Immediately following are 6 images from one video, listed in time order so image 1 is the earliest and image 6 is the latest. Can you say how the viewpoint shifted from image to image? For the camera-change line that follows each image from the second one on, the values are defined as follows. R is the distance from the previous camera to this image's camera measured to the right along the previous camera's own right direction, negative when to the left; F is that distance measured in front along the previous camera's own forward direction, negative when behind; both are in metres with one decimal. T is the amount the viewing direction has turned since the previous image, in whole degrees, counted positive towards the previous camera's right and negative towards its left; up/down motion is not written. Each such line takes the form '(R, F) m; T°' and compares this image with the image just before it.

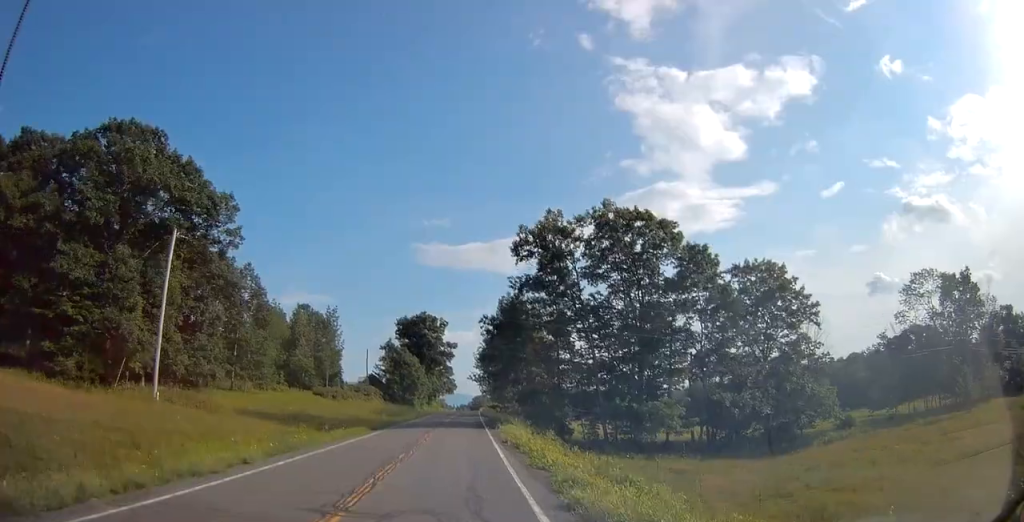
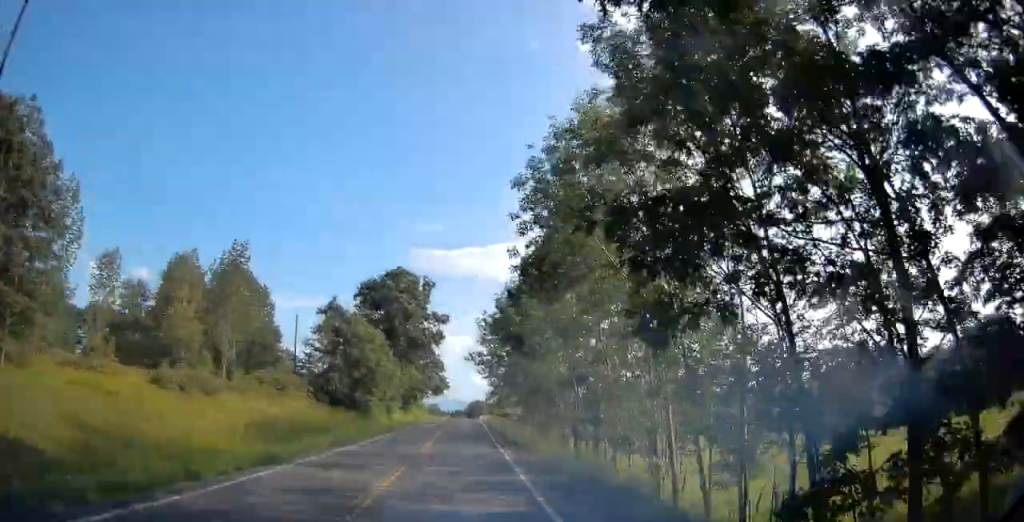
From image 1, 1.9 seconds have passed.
(+0.3, +43.5) m; +1°
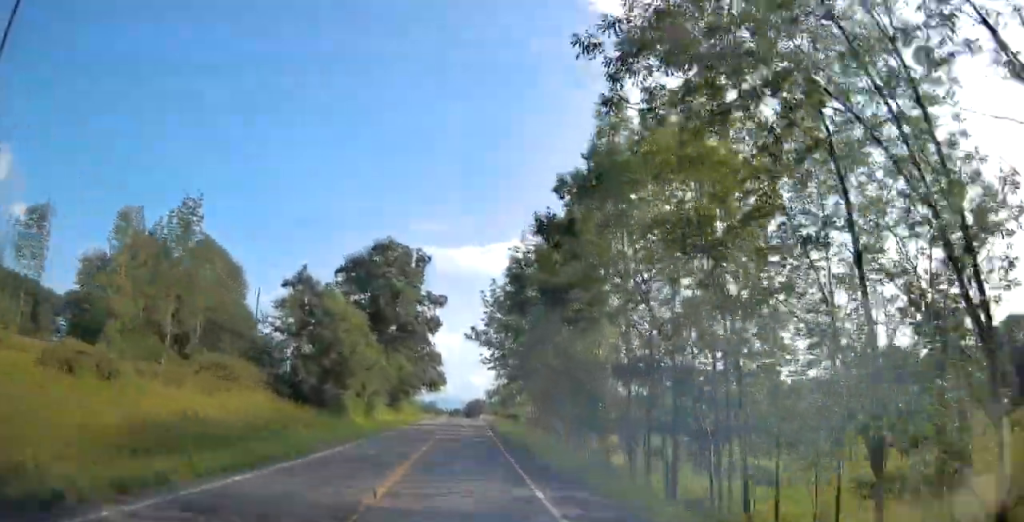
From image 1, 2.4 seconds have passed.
(0.0, +14.1) m; 0°
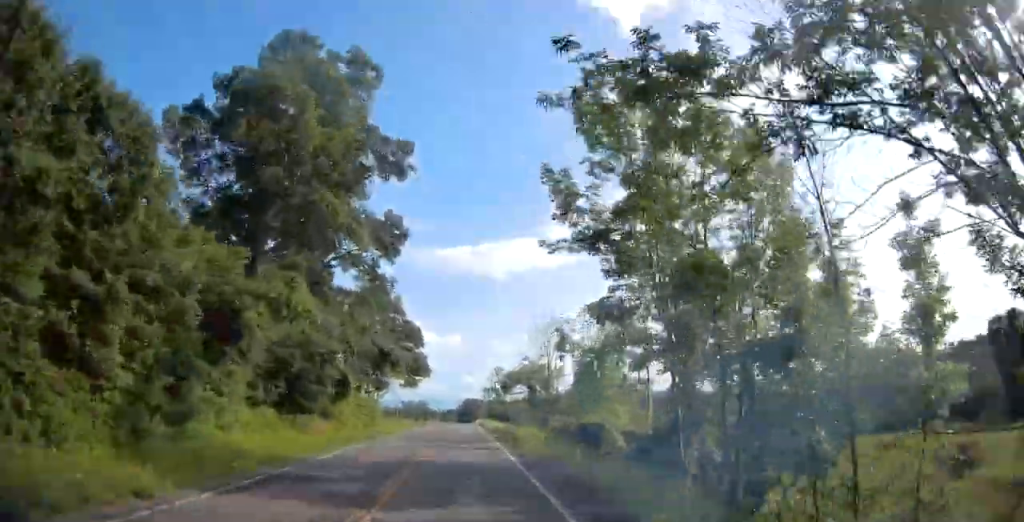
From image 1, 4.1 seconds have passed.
(+0.2, +41.7) m; +1°
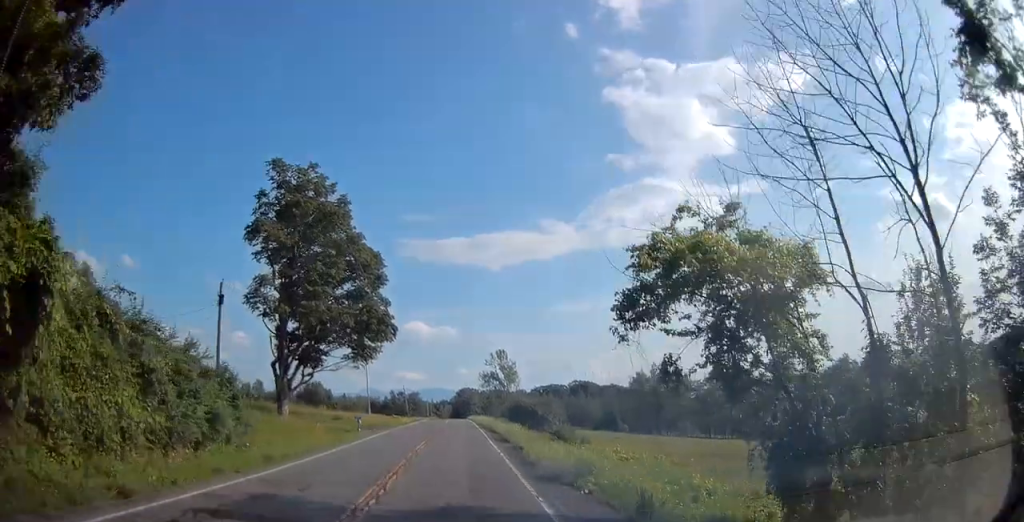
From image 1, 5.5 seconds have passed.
(0.0, +33.9) m; 0°
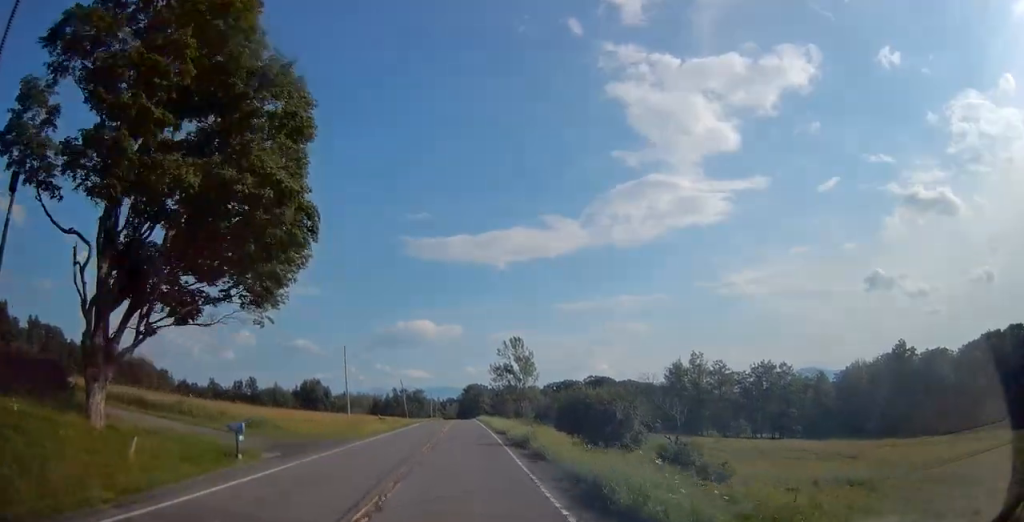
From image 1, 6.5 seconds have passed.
(-0.1, +22.4) m; 0°
